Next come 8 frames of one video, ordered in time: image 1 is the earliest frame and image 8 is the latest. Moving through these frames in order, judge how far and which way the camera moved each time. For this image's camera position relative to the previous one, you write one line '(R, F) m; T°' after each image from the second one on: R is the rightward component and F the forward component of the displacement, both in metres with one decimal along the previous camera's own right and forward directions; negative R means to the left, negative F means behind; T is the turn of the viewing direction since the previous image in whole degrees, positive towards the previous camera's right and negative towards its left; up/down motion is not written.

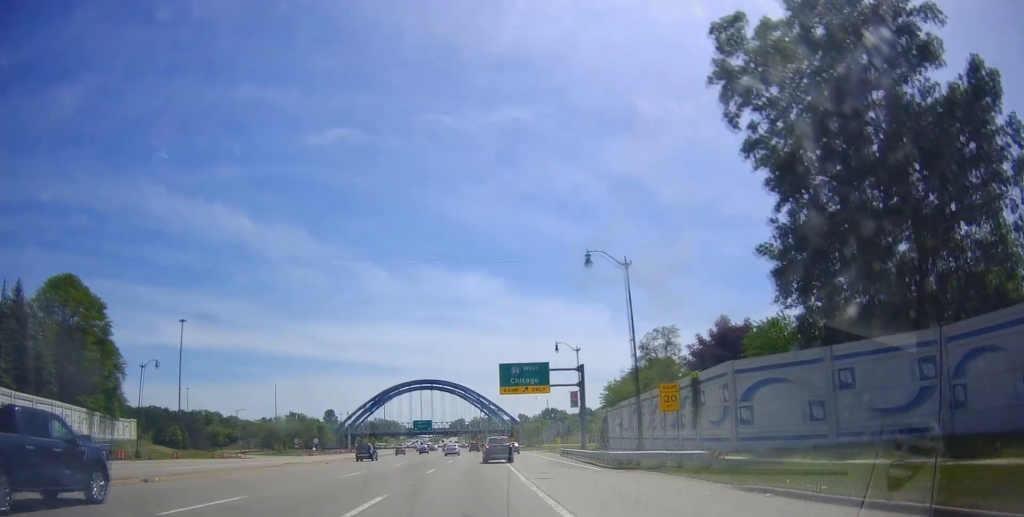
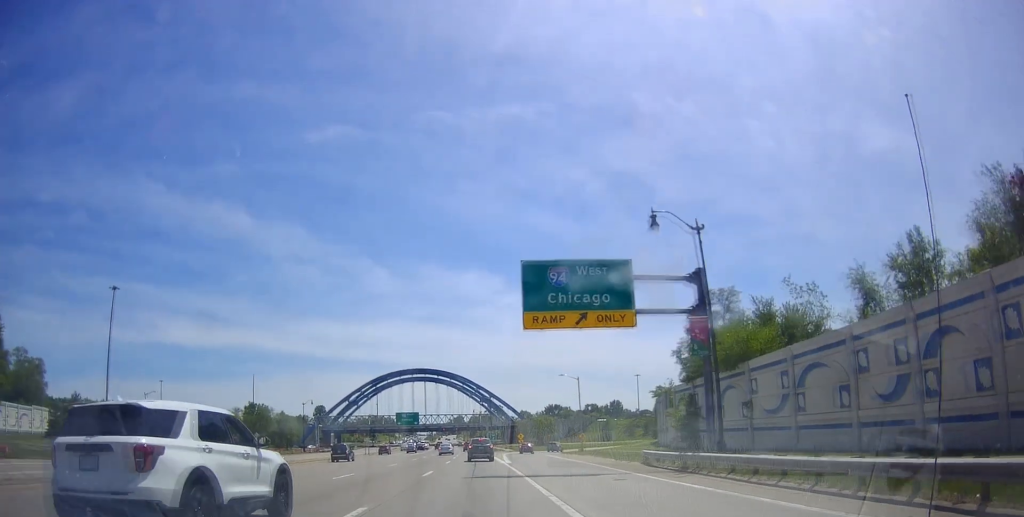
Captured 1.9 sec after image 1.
(+0.6, +32.9) m; +1°
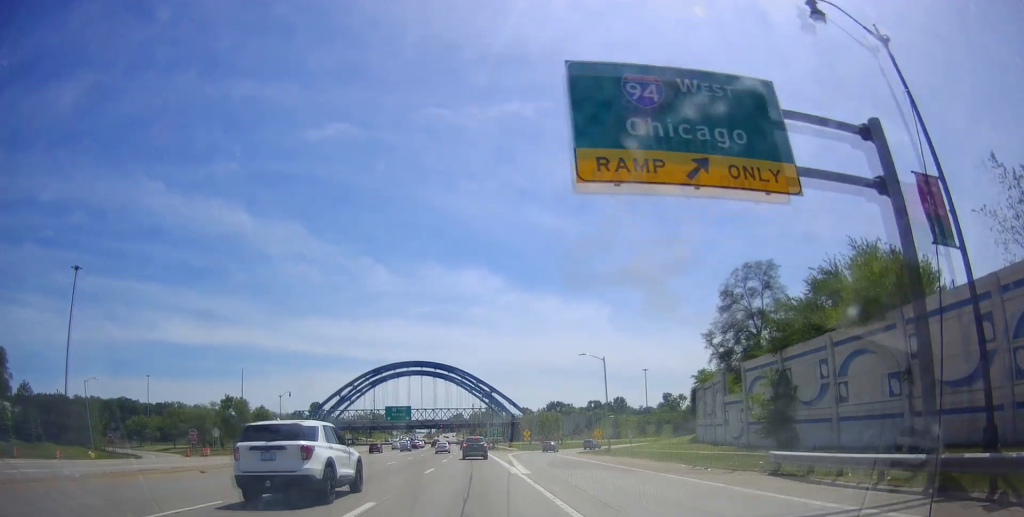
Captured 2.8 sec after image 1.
(-0.5, +14.7) m; -2°
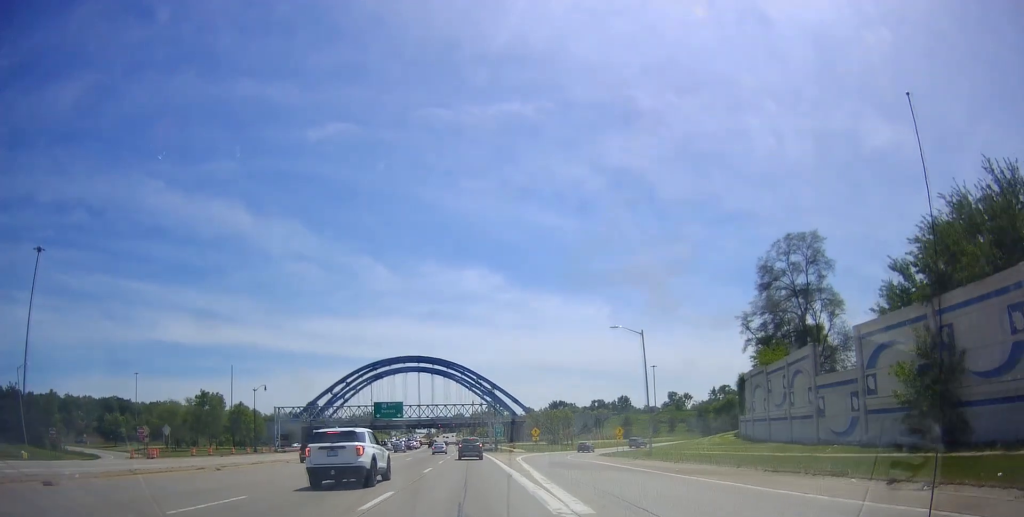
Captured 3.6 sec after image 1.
(-0.1, +13.3) m; 0°
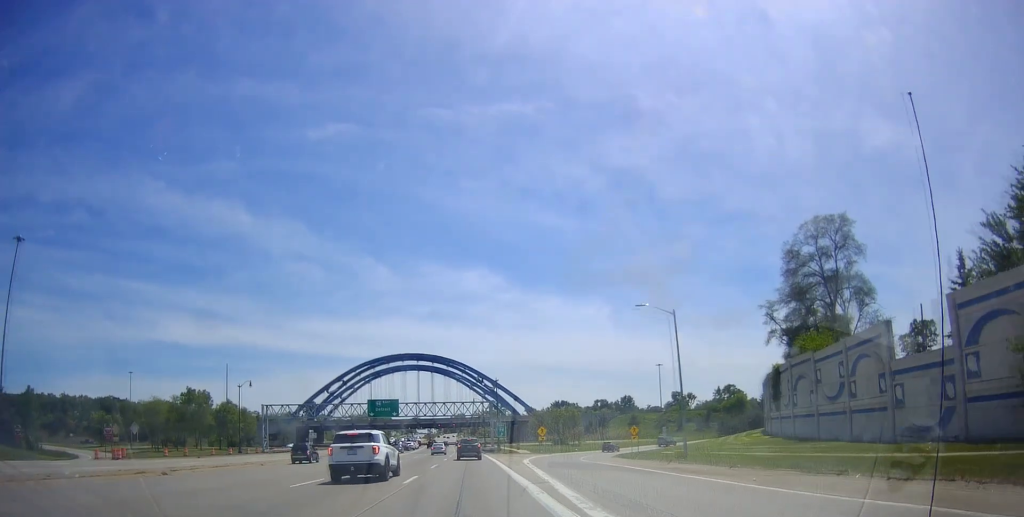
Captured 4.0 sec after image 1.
(0.0, +6.6) m; +1°
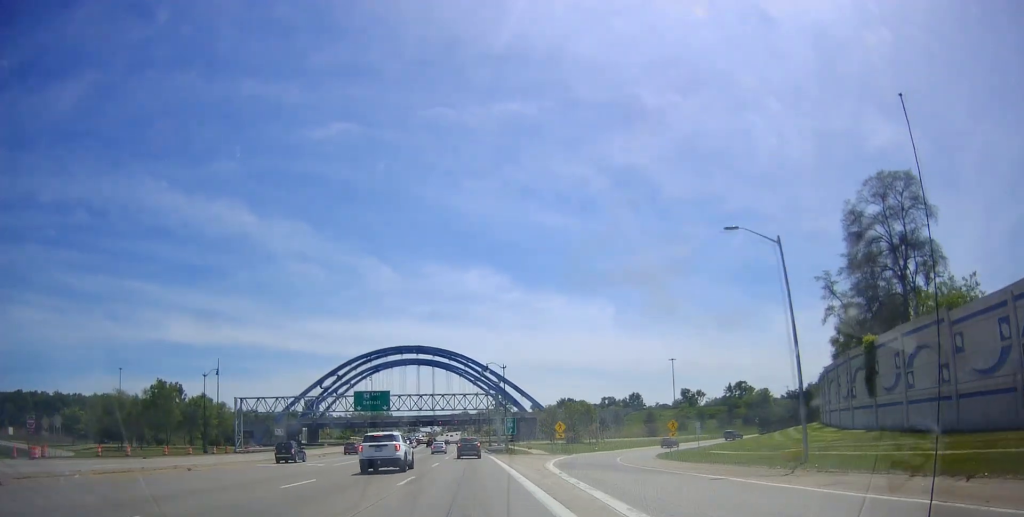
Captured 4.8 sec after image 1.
(+0.4, +13.9) m; 0°
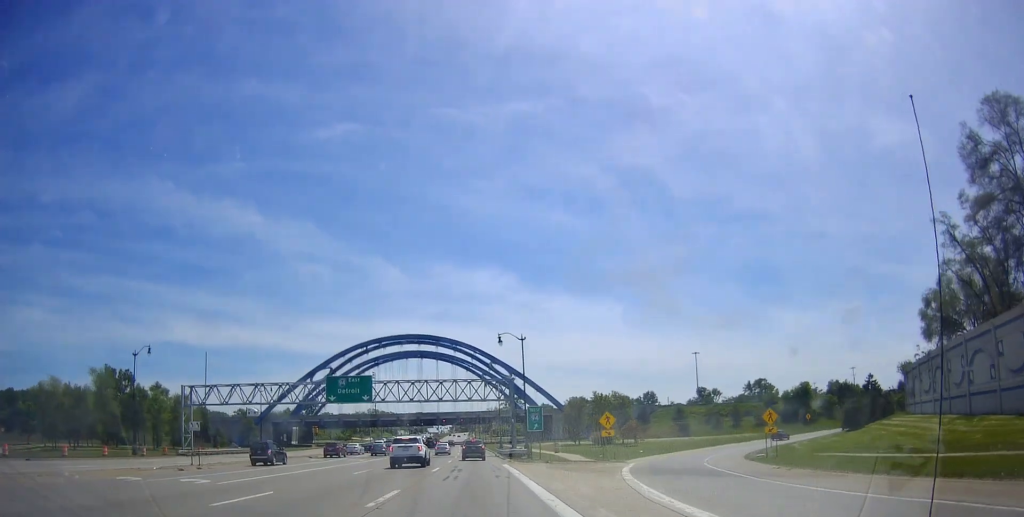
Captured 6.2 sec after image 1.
(-0.6, +20.7) m; 0°
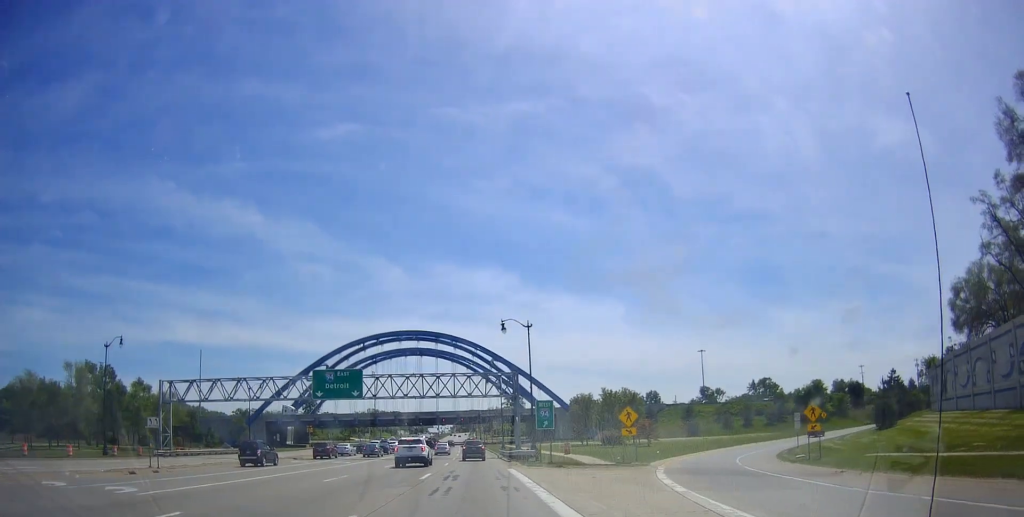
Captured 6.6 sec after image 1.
(+0.3, +6.1) m; 0°
